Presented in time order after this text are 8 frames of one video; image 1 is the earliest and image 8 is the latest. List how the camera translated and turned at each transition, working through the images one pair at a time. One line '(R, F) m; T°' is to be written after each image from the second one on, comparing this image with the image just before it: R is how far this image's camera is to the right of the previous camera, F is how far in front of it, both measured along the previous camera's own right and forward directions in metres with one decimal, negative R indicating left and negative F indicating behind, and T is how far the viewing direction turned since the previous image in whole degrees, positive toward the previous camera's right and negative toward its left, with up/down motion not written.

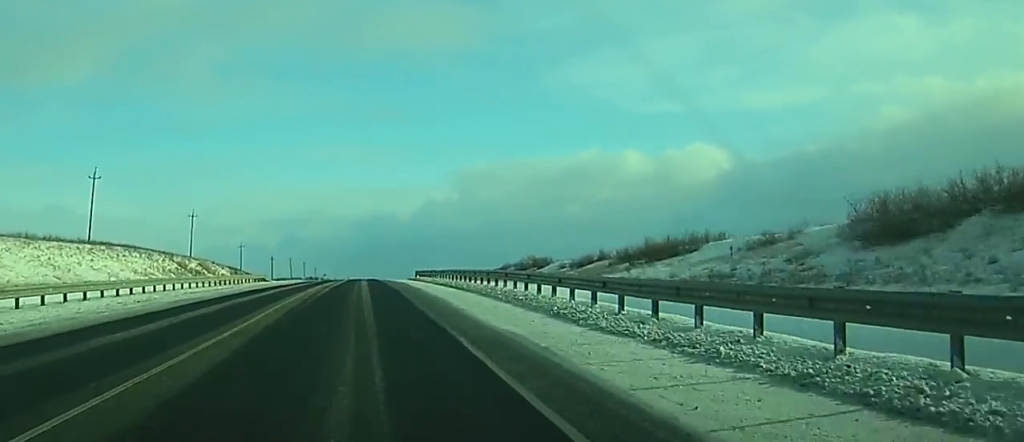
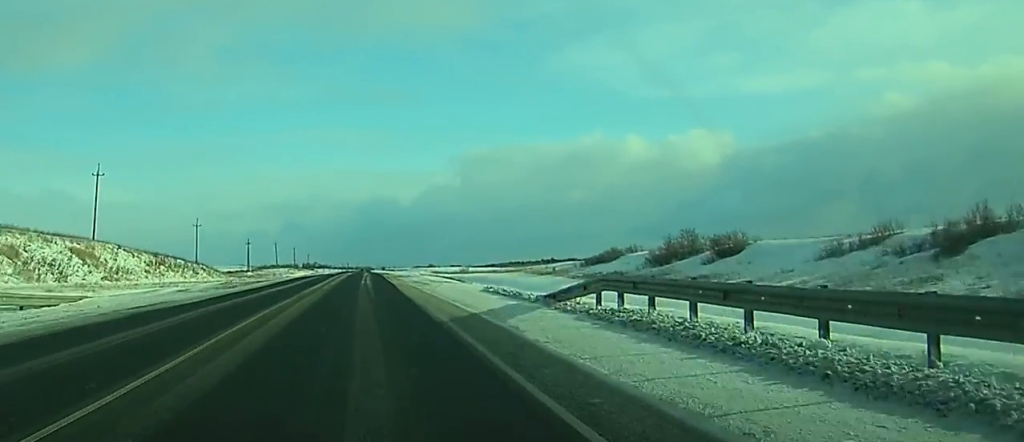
(-0.2, +60.0) m; 0°
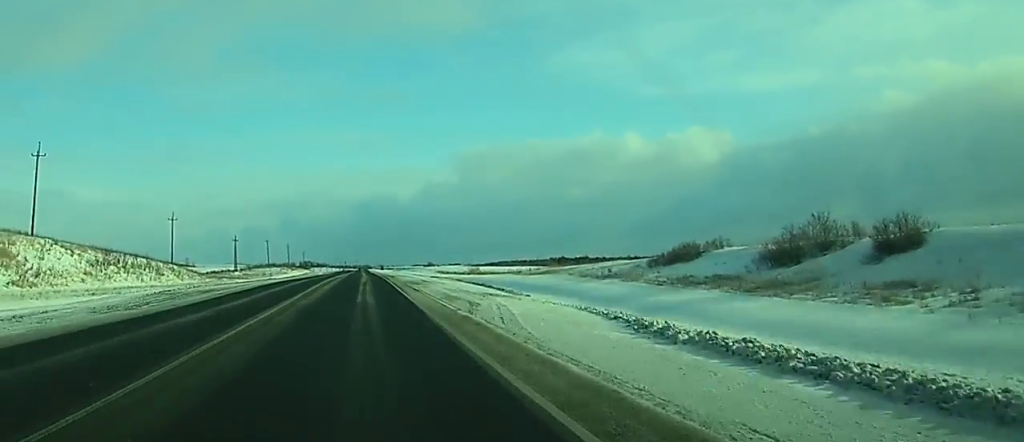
(0.0, +19.5) m; 0°
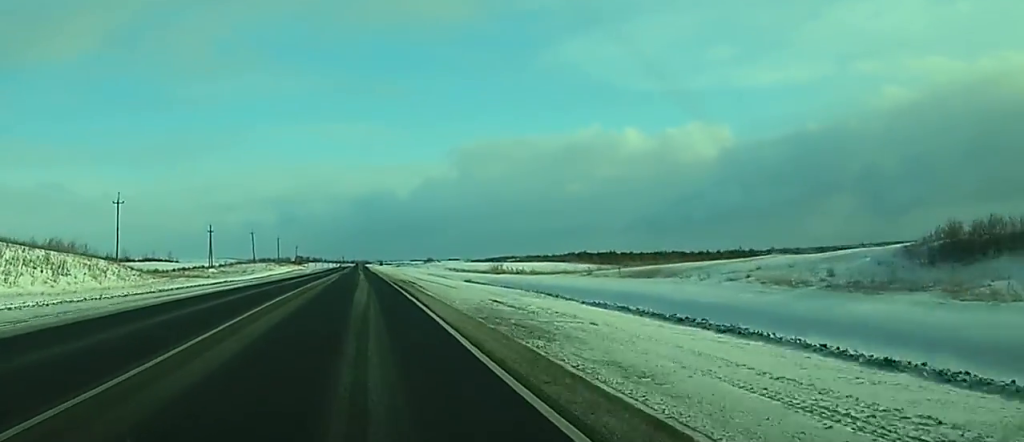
(0.0, +31.5) m; 0°
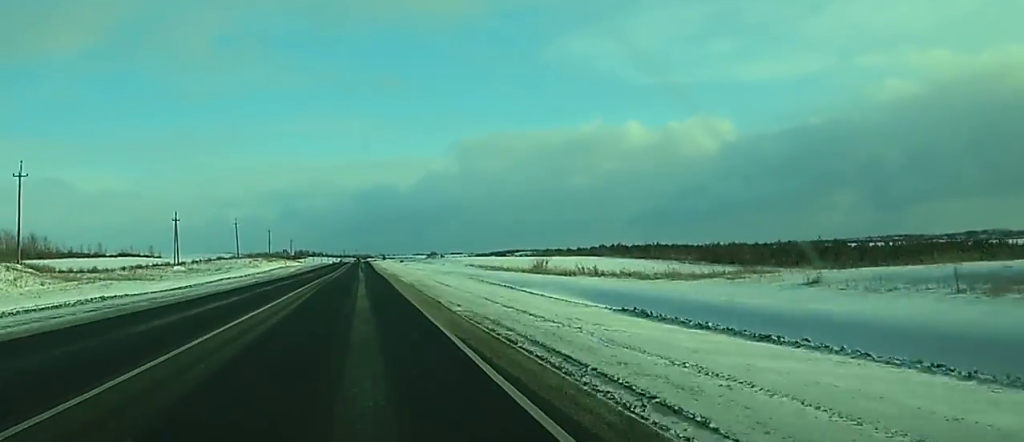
(0.0, +33.9) m; 0°
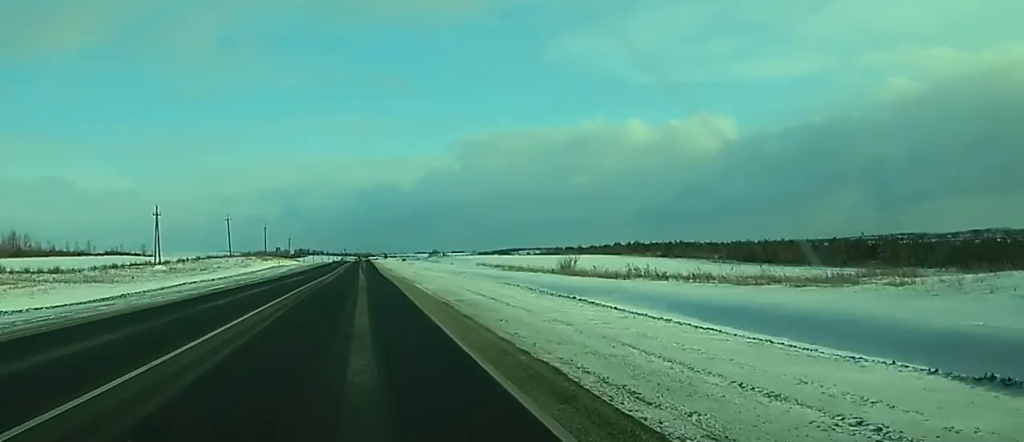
(0.0, +14.1) m; 0°
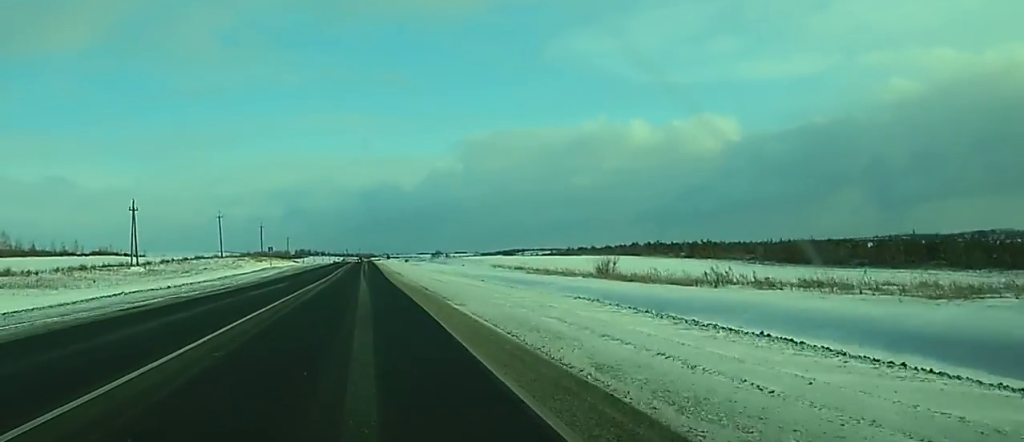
(0.0, +14.1) m; 0°
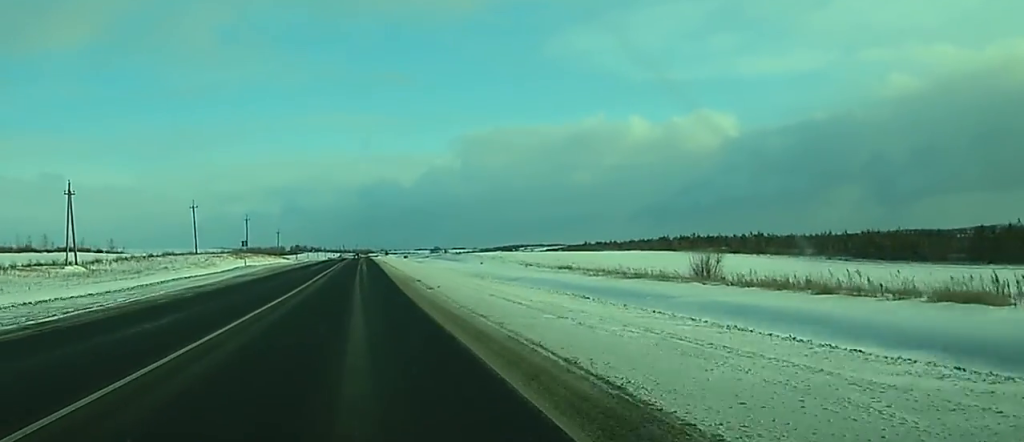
(-0.1, +24.4) m; 0°
